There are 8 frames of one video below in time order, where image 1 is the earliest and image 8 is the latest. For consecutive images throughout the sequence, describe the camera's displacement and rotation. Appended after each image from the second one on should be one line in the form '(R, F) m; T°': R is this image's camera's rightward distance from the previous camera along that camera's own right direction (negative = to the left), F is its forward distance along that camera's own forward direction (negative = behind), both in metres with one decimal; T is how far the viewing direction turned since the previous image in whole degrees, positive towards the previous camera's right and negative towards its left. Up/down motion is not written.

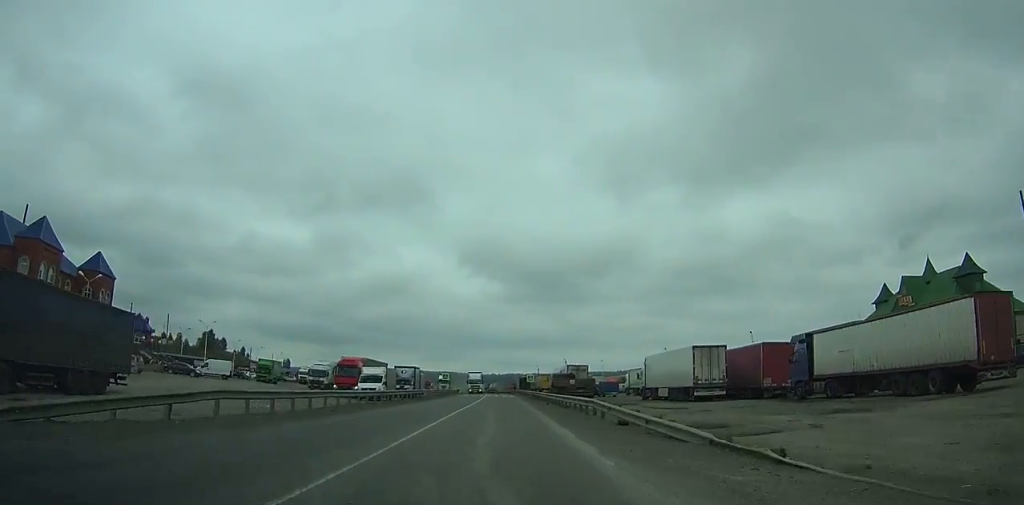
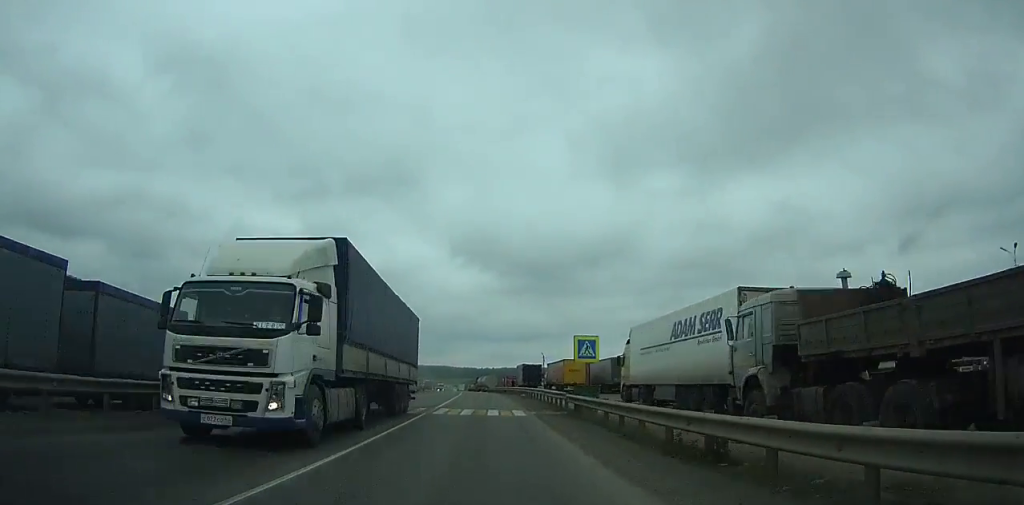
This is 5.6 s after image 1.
(+1.0, +49.3) m; +1°
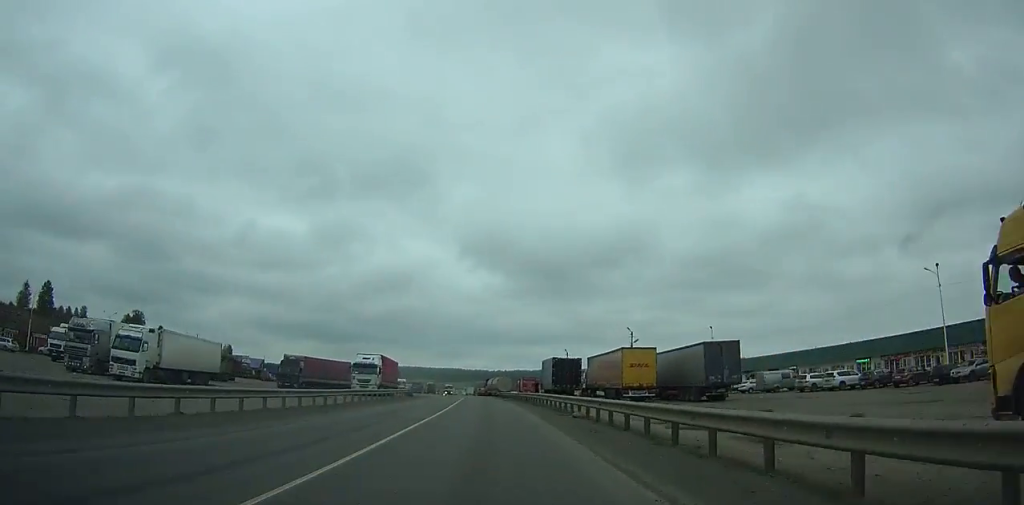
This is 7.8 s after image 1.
(-0.2, +25.0) m; -1°
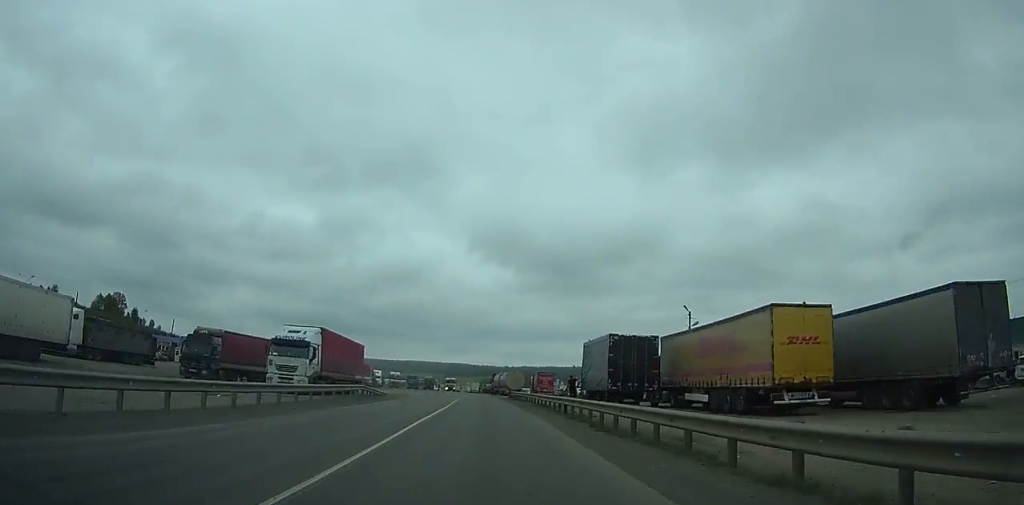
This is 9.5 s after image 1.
(-0.2, +20.9) m; -1°
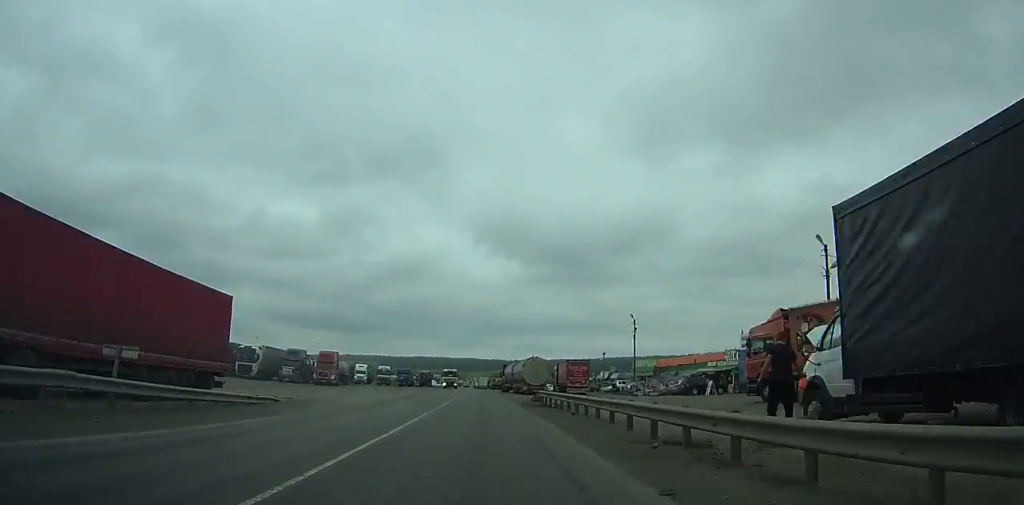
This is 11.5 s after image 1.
(-0.1, +25.5) m; -1°
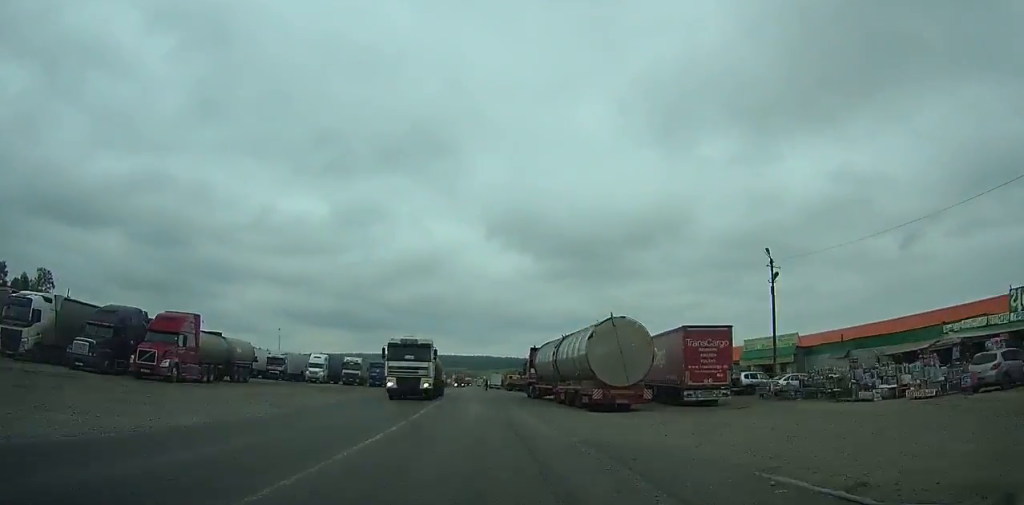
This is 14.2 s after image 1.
(-0.3, +36.4) m; -1°
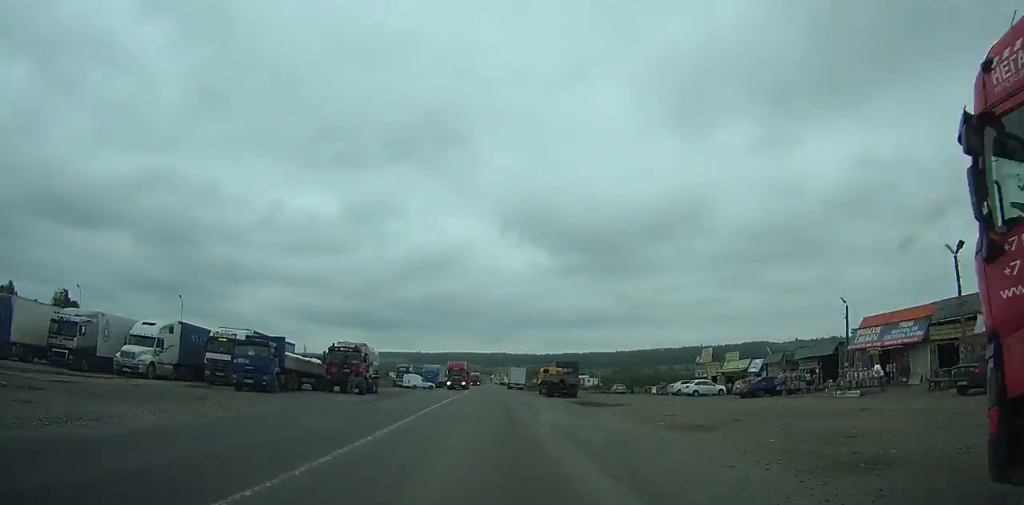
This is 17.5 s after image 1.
(-0.8, +46.0) m; -1°
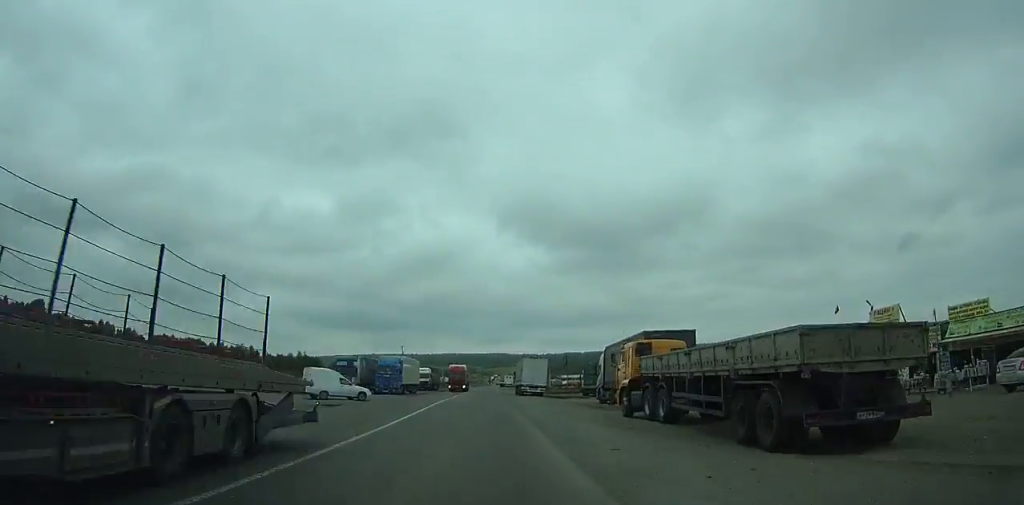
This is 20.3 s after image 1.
(-0.2, +40.3) m; -1°
